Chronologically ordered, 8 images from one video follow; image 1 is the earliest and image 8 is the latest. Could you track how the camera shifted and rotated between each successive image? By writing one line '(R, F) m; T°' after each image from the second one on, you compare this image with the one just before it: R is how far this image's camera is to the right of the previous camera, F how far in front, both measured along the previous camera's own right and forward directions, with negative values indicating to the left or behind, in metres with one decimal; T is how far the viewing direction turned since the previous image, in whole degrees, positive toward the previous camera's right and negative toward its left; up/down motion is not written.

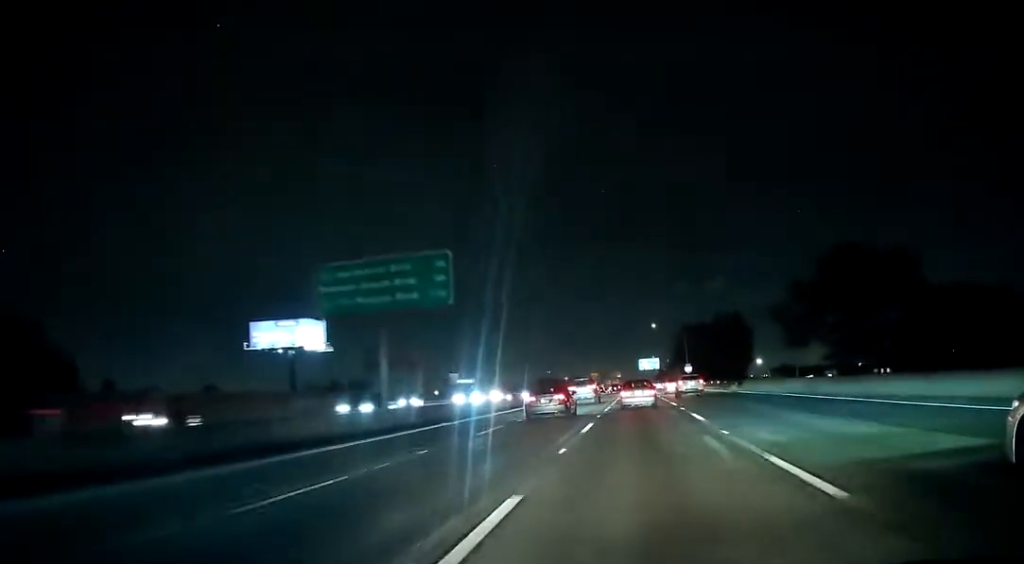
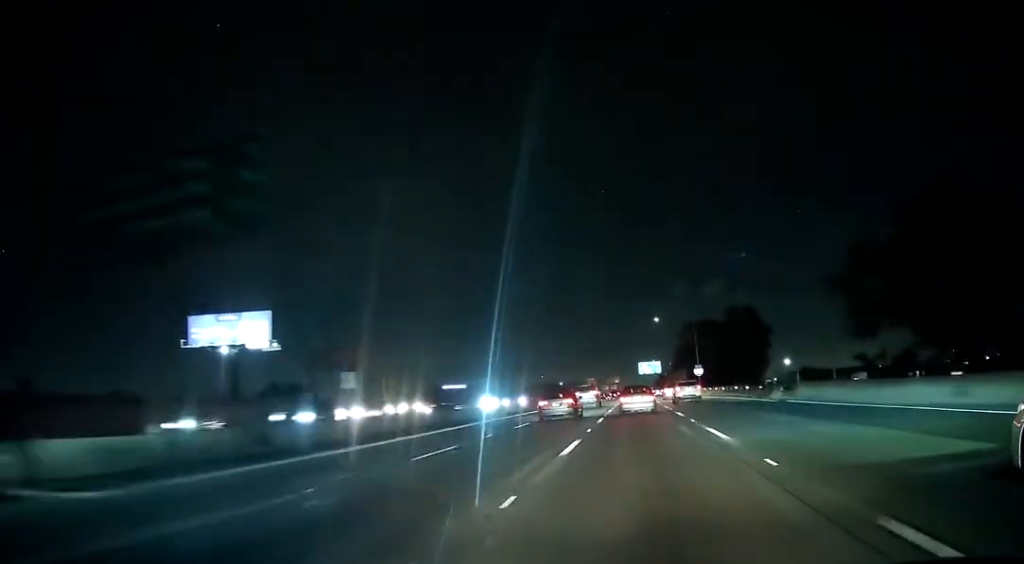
(+0.2, +21.0) m; 0°
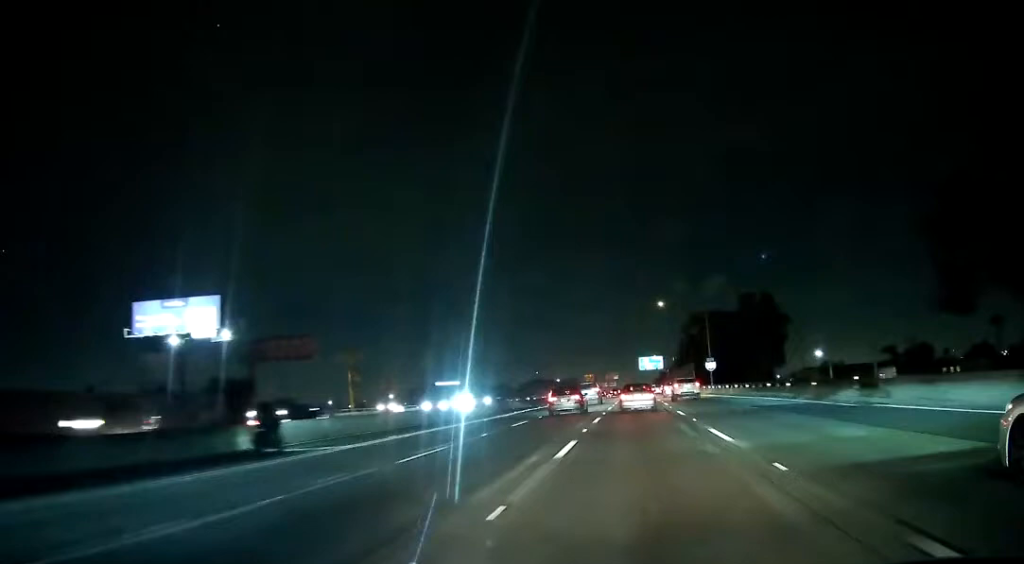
(0.0, +15.1) m; 0°
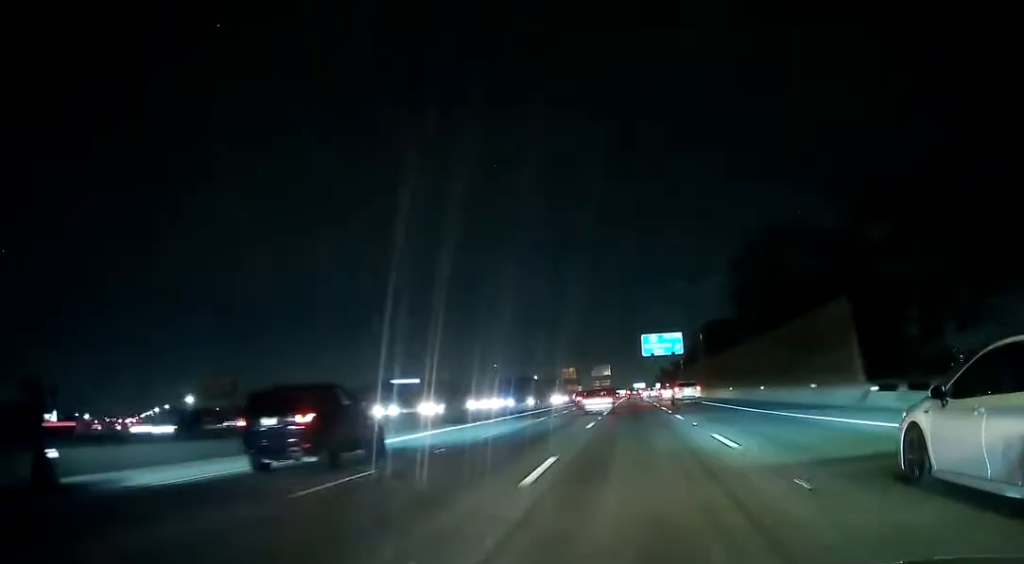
(-0.7, +77.9) m; 0°
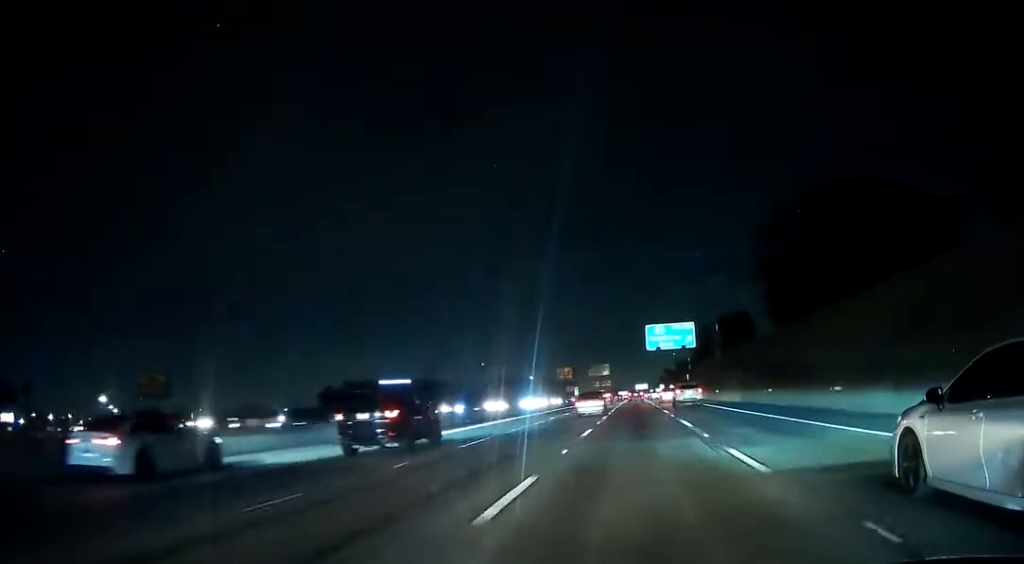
(0.0, +18.2) m; 0°
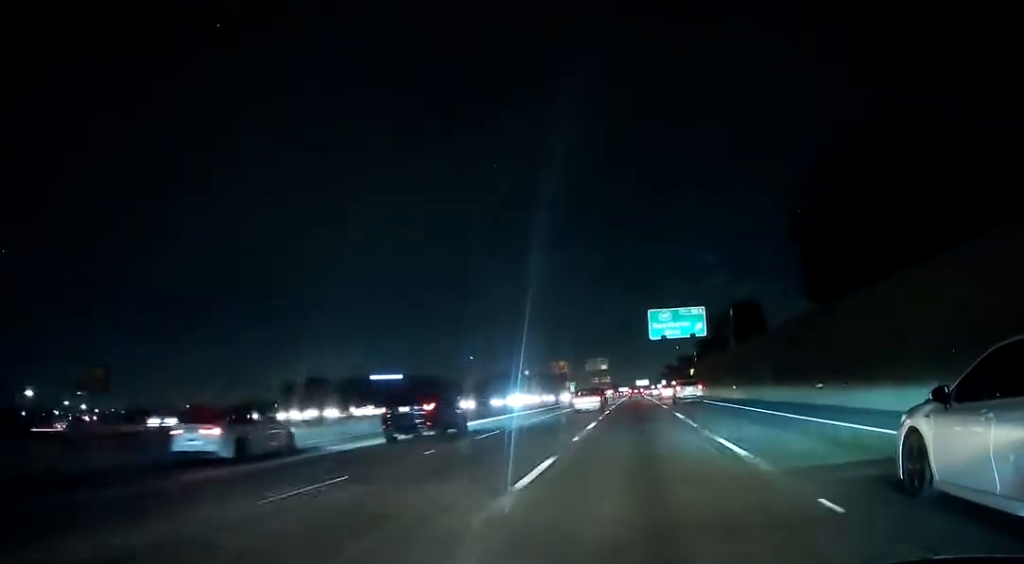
(-0.1, +11.9) m; +1°
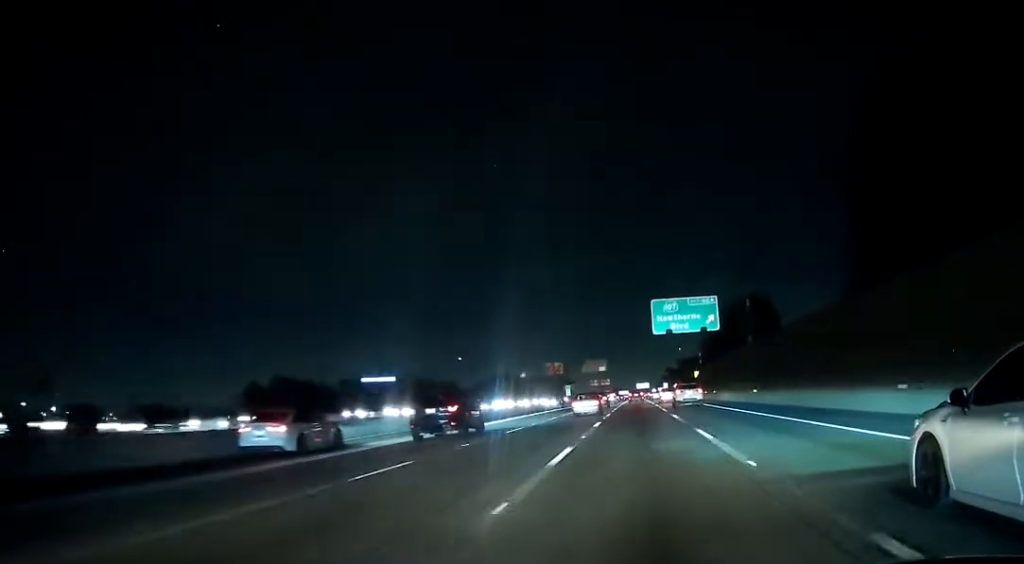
(+0.1, +10.5) m; 0°
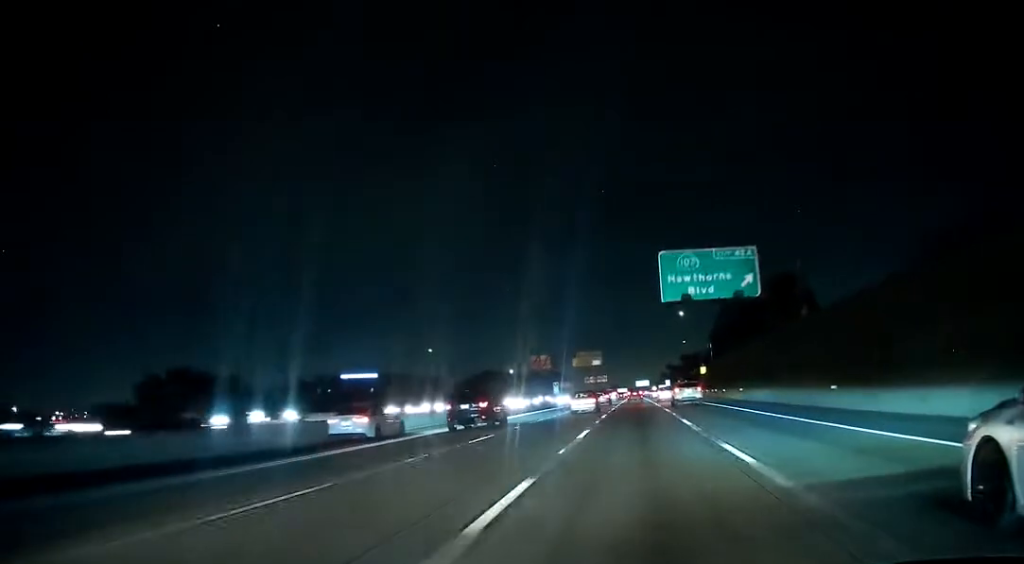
(+0.2, +20.4) m; 0°
